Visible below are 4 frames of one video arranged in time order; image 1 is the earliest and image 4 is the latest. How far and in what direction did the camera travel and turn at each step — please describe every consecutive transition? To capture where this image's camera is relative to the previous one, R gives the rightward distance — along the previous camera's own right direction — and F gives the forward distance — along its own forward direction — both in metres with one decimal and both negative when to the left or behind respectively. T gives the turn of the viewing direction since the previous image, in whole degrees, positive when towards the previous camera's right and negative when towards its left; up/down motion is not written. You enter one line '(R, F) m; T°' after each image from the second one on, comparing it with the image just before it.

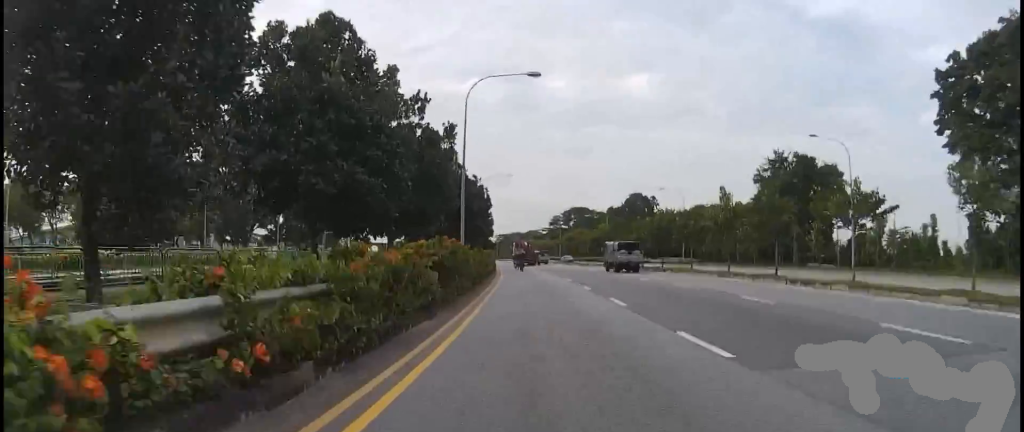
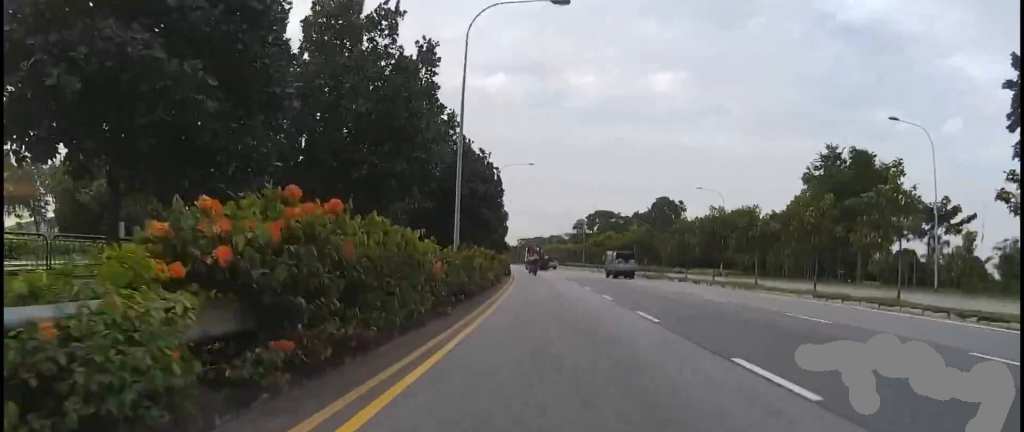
(+0.6, +8.0) m; -1°
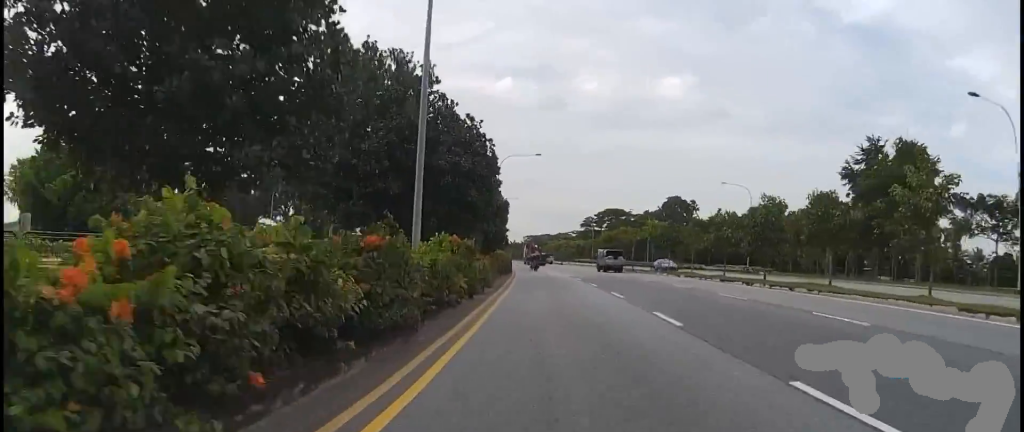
(-0.8, +7.4) m; -4°
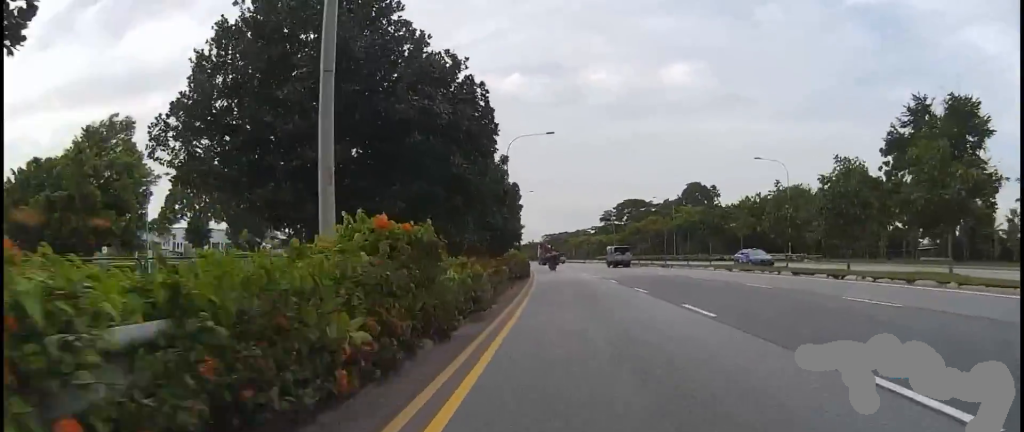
(-0.2, +6.2) m; -2°
